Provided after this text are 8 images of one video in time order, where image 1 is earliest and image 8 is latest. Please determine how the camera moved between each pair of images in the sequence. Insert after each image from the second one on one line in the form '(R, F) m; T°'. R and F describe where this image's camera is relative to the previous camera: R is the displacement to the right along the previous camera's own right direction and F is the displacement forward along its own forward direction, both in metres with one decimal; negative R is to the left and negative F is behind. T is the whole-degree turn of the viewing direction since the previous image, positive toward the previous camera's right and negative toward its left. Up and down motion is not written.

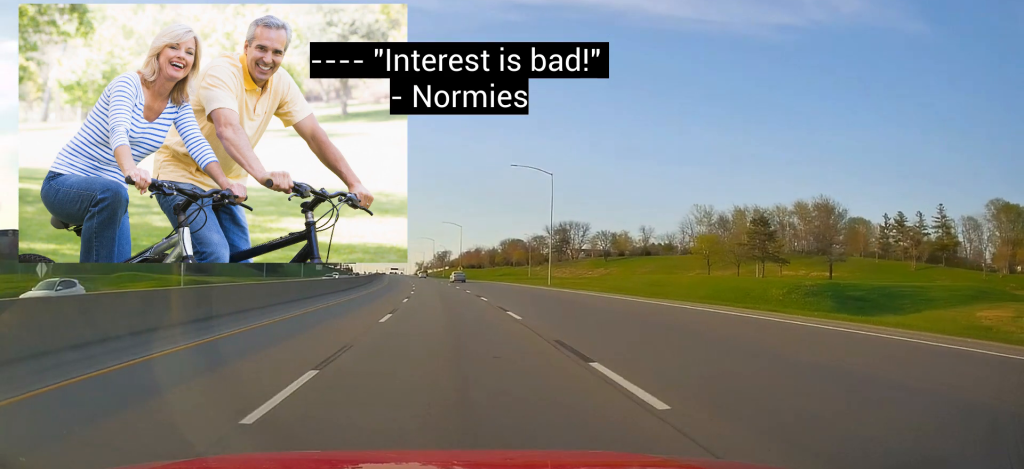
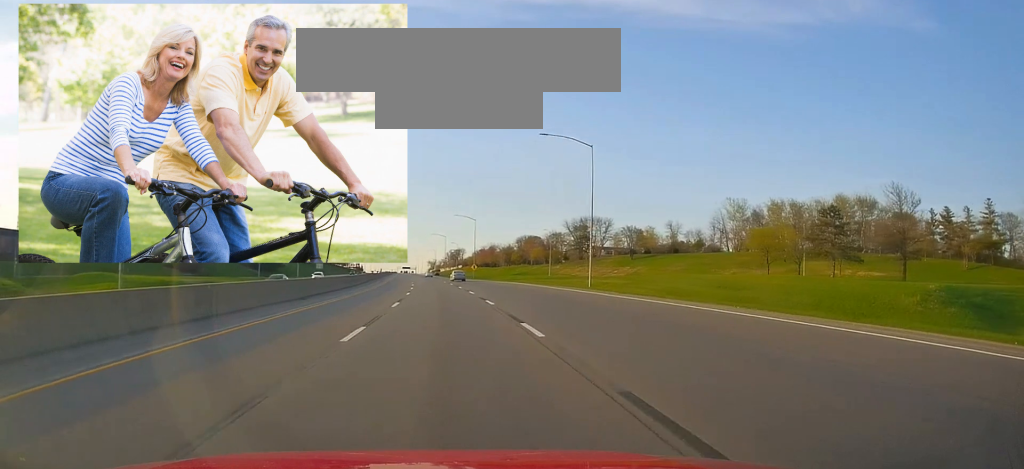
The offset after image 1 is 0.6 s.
(-0.8, +17.3) m; -2°
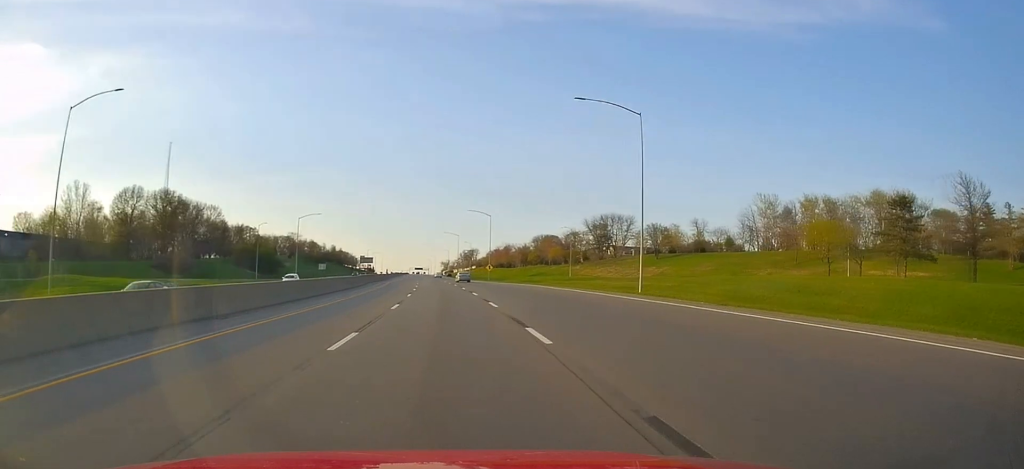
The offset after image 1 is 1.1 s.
(-0.1, +13.0) m; -1°
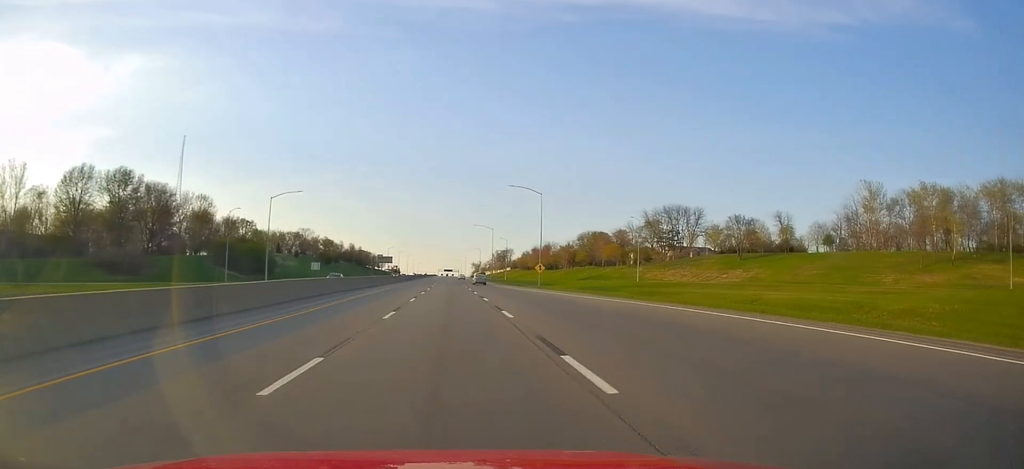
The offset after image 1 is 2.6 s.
(-1.0, +40.3) m; -3°
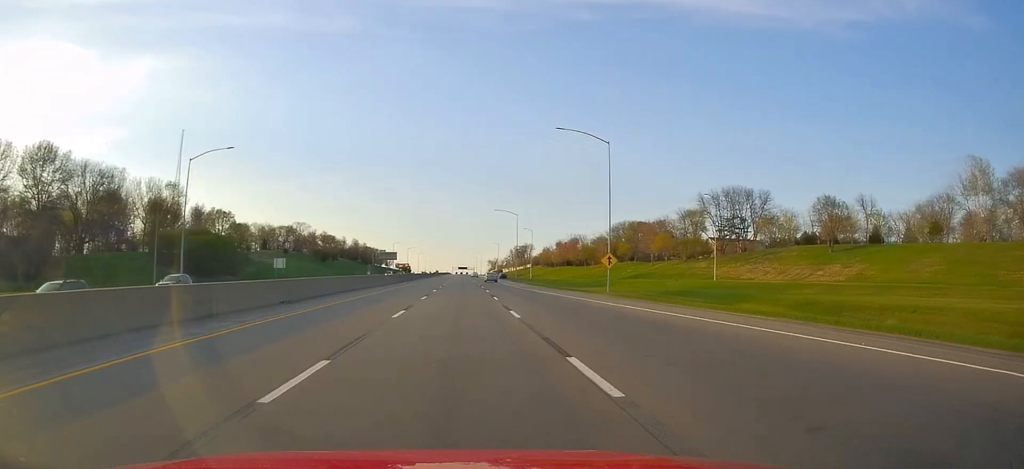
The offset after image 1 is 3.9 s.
(-0.7, +36.5) m; -2°
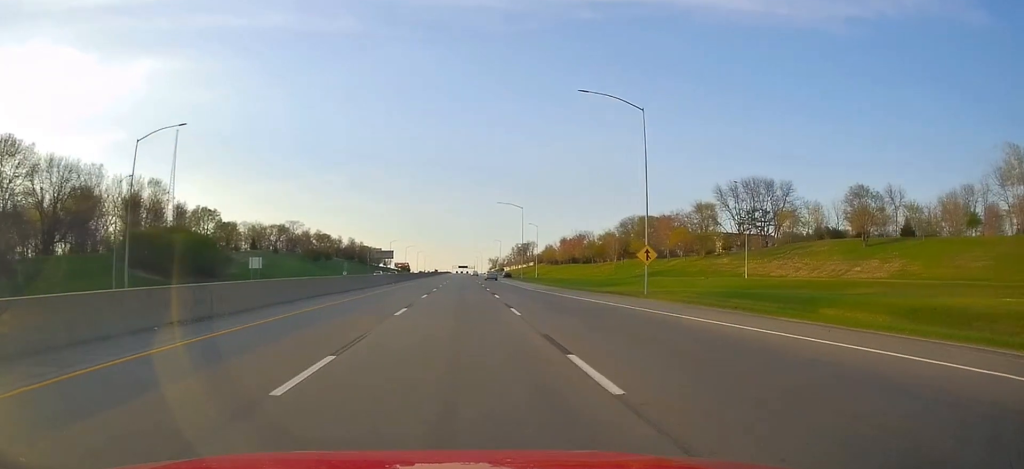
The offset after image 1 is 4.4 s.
(-0.2, +12.2) m; 0°
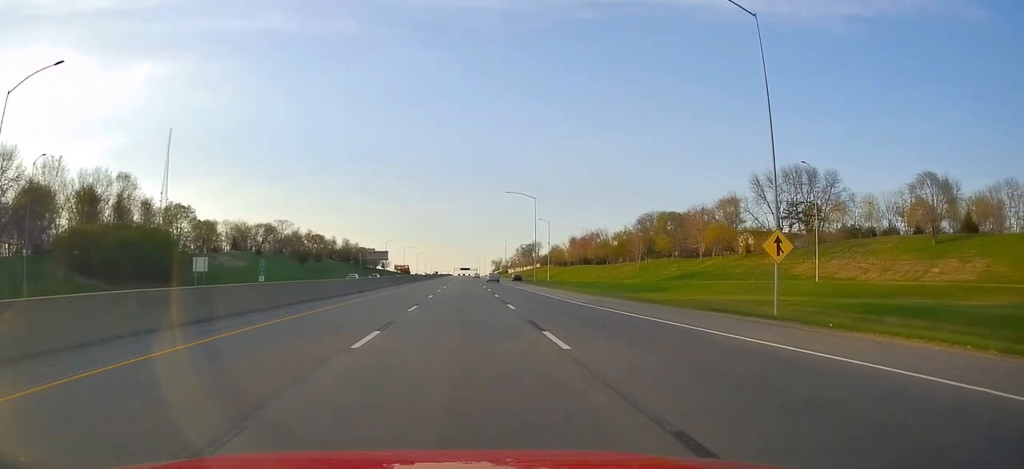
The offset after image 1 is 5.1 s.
(0.0, +20.0) m; 0°
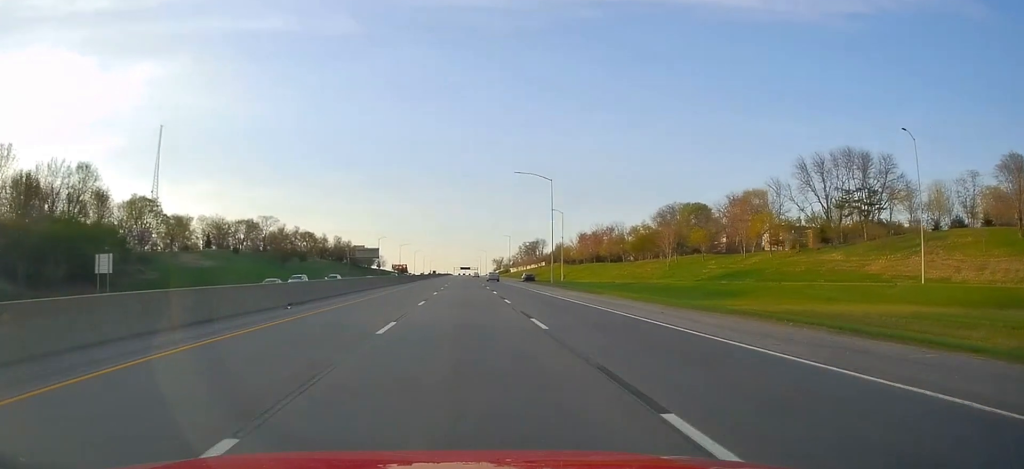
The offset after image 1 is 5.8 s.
(+0.2, +20.1) m; +1°
